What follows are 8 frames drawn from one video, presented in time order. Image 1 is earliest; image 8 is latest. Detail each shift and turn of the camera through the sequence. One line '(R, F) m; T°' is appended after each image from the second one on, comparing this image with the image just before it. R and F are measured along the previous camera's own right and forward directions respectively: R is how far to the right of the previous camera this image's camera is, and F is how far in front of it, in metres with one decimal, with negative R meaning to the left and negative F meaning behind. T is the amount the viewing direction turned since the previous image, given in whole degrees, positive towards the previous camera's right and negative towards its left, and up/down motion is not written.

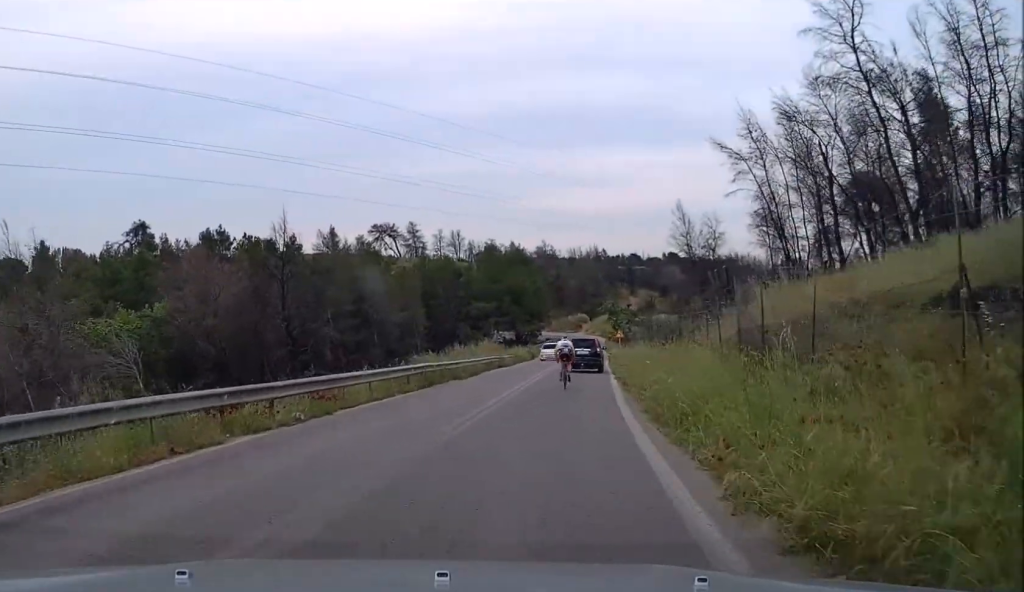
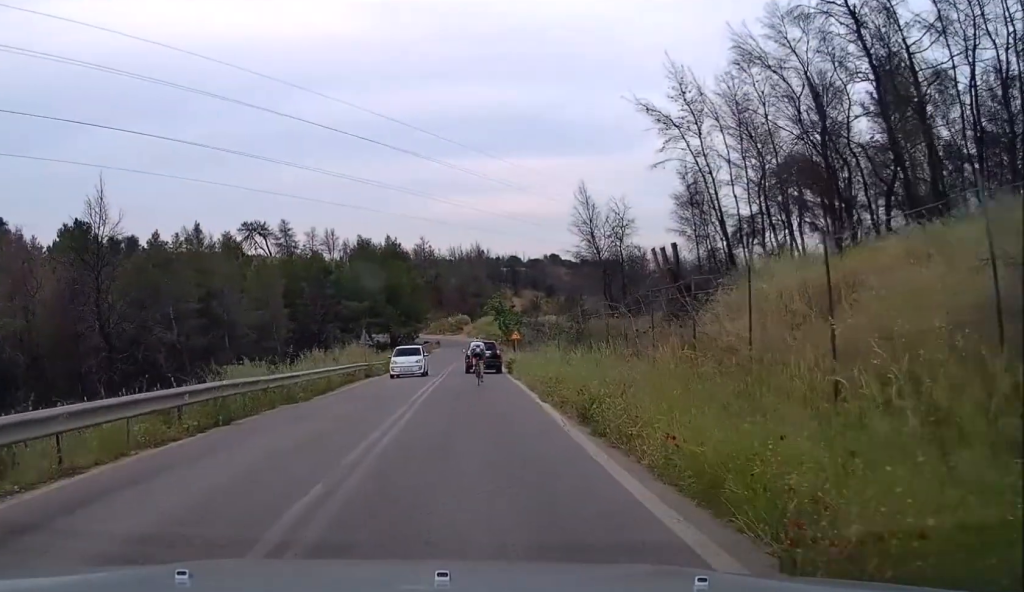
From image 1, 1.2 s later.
(+1.0, +11.5) m; +8°
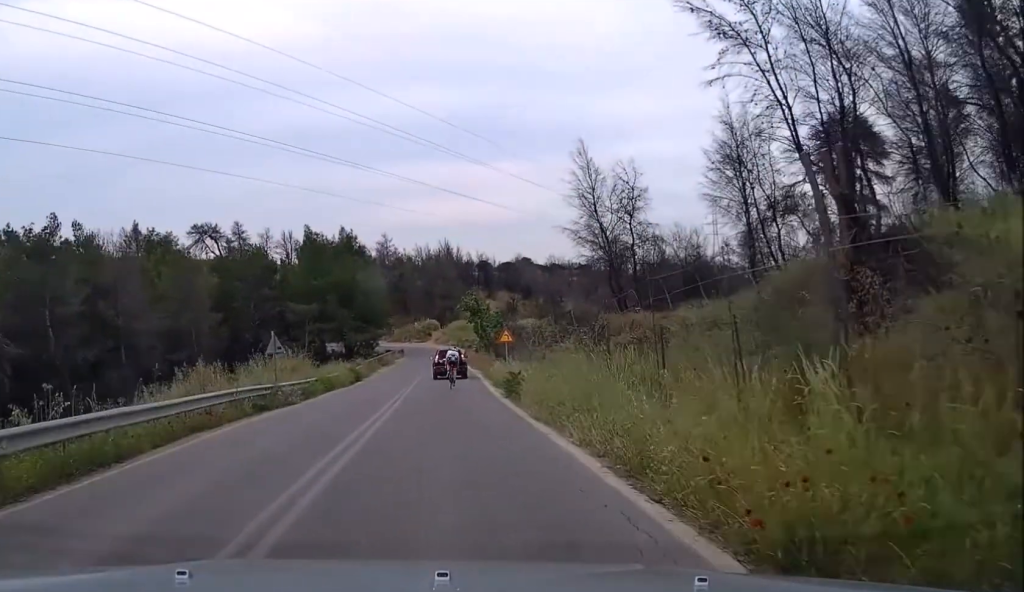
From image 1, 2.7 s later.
(+1.0, +16.8) m; +5°
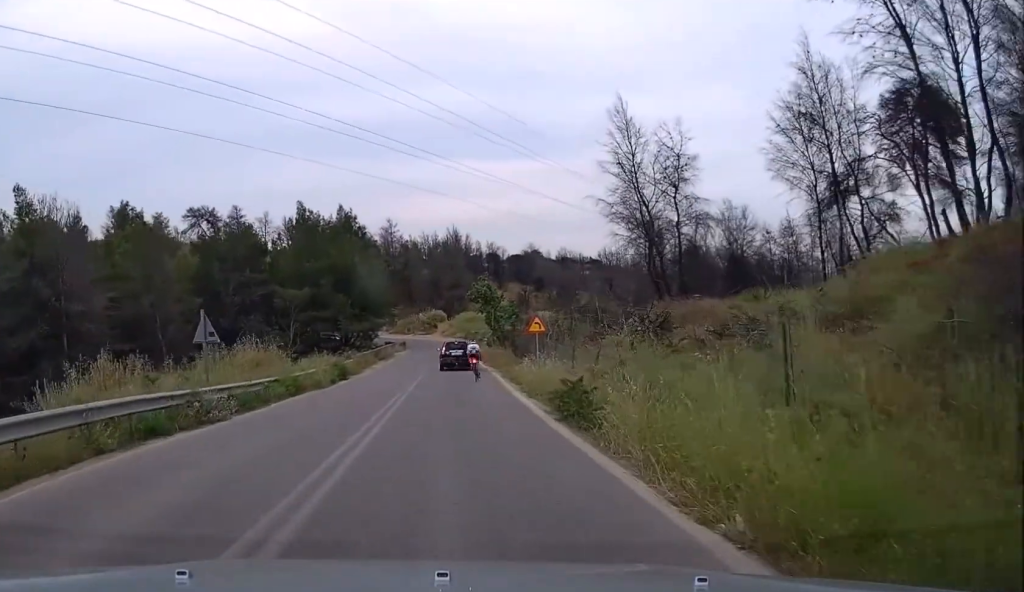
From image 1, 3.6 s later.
(+0.1, +9.8) m; -1°
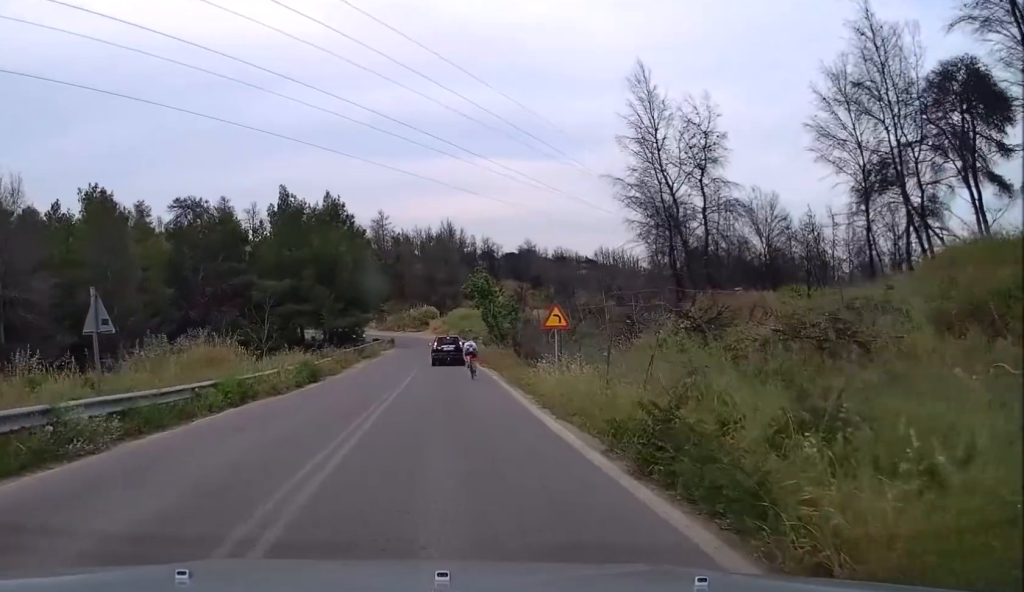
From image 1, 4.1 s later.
(-0.1, +6.3) m; 0°
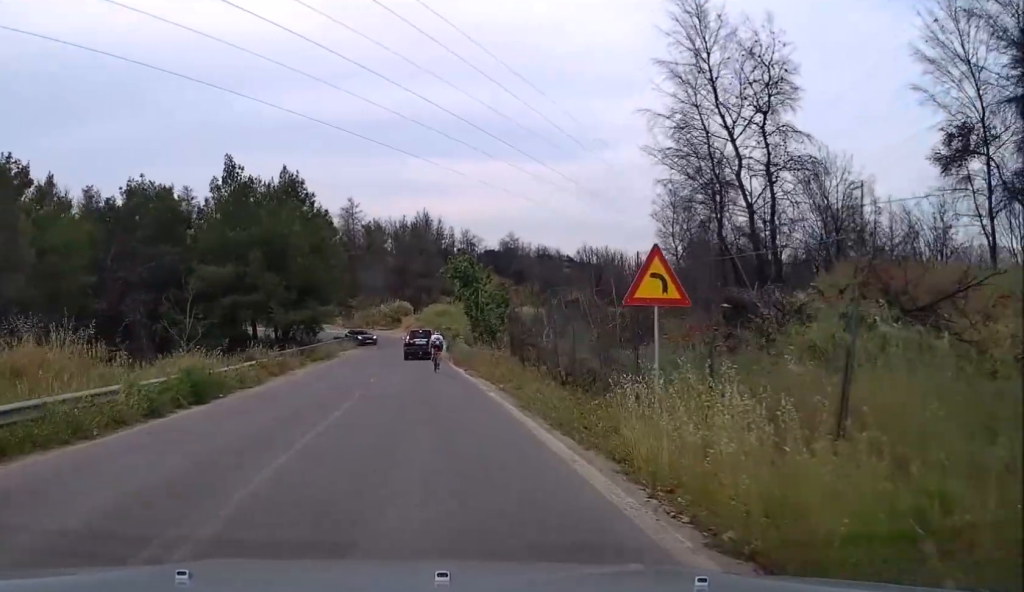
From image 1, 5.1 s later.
(+0.1, +12.0) m; +1°
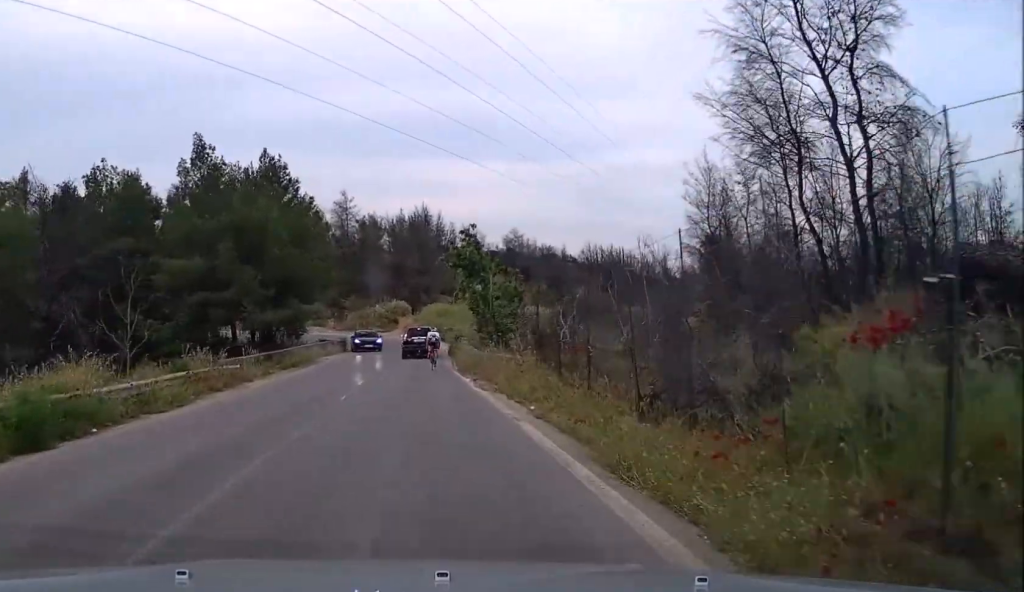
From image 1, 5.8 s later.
(+0.1, +8.2) m; 0°
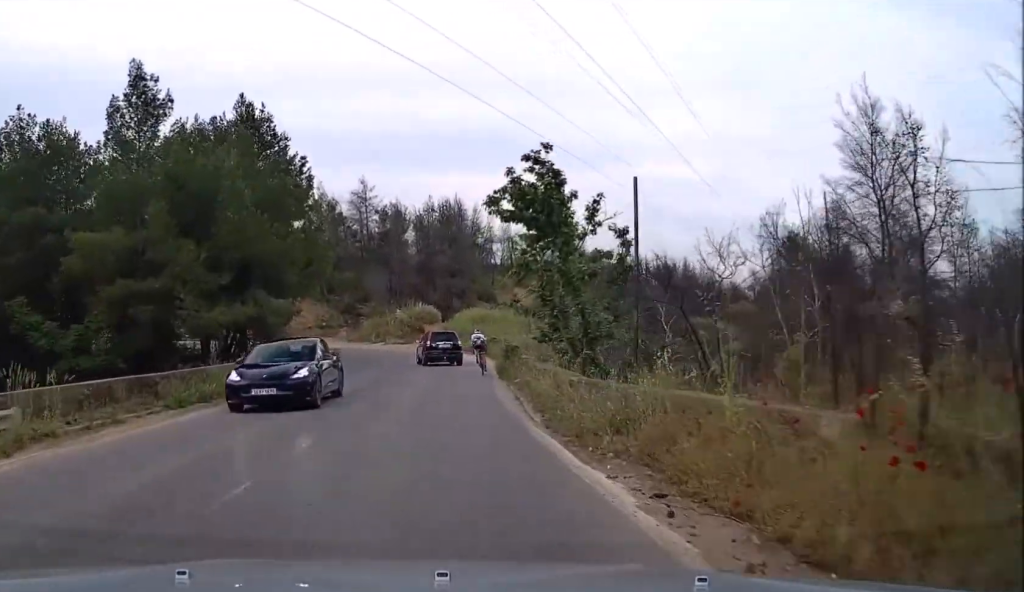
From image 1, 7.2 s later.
(-0.2, +17.7) m; -2°
